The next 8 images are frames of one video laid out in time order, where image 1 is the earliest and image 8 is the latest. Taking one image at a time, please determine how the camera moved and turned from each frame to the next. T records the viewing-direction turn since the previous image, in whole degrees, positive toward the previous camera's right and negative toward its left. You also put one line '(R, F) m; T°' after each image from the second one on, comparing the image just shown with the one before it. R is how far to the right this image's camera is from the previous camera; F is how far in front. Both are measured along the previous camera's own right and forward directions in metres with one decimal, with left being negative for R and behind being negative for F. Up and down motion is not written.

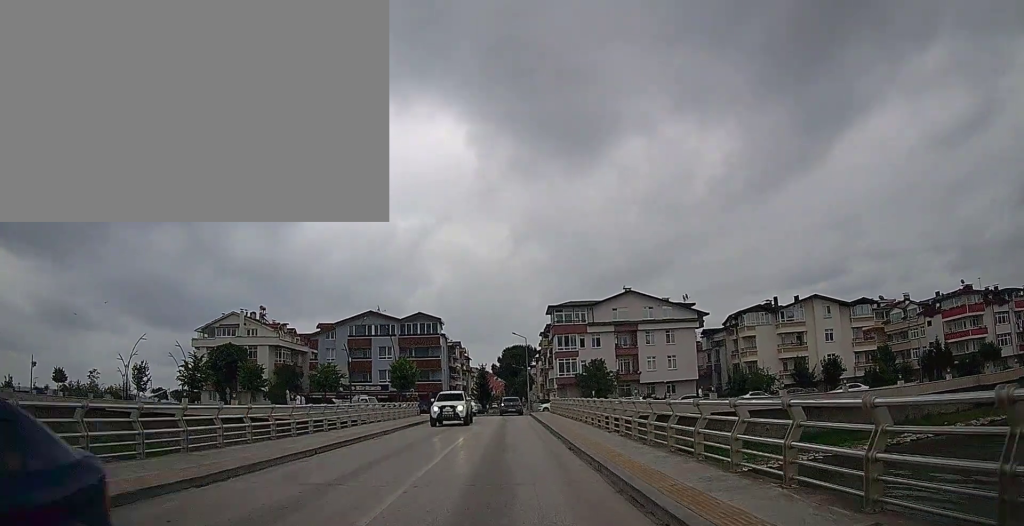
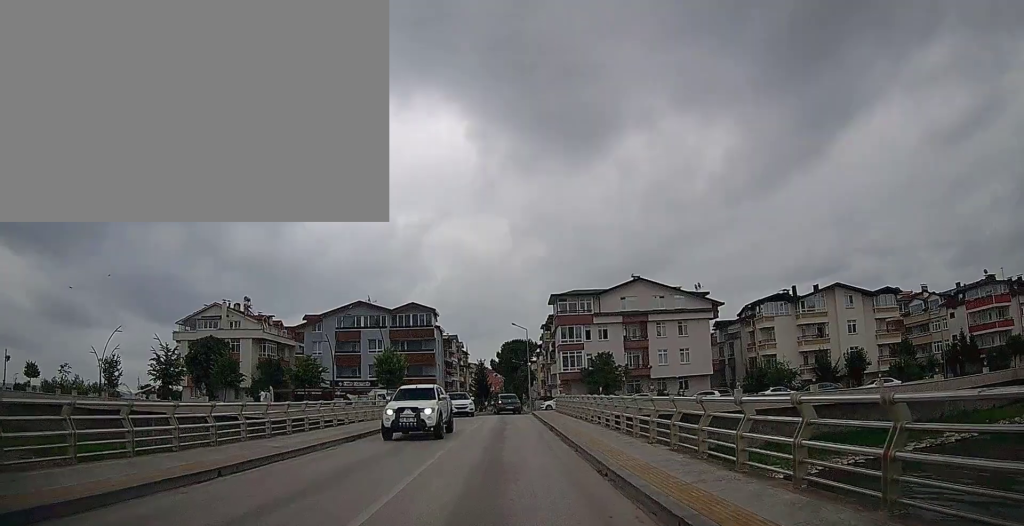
(-0.1, +5.1) m; 0°
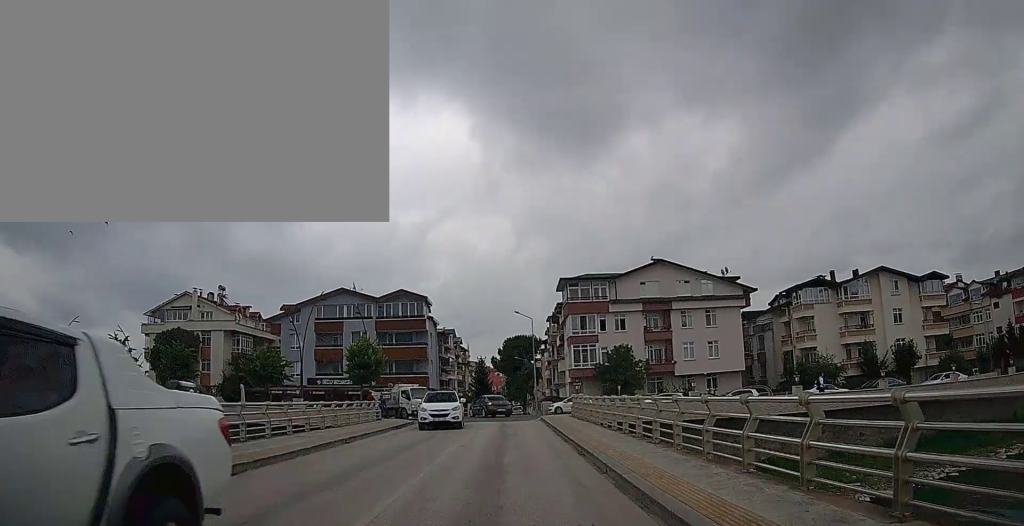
(+0.2, +8.1) m; +1°
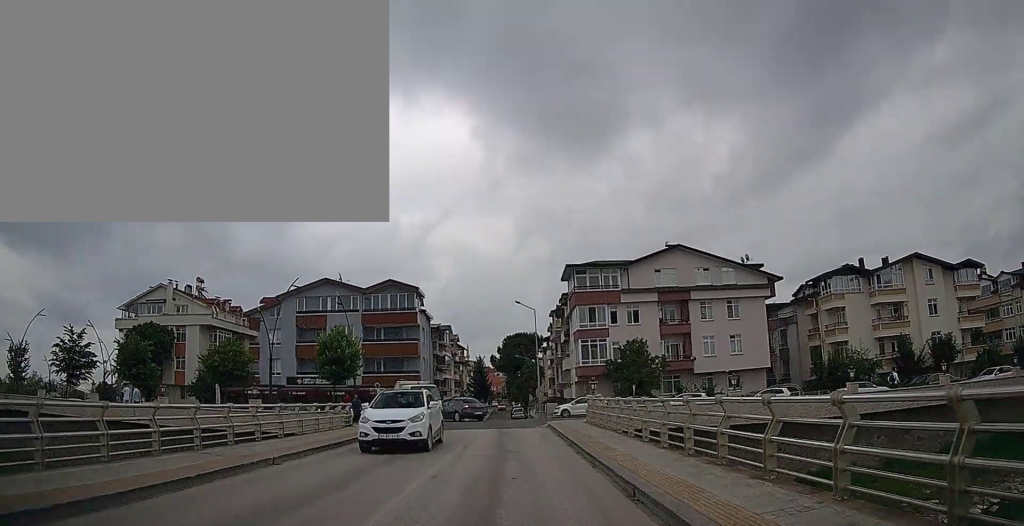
(0.0, +5.5) m; -1°
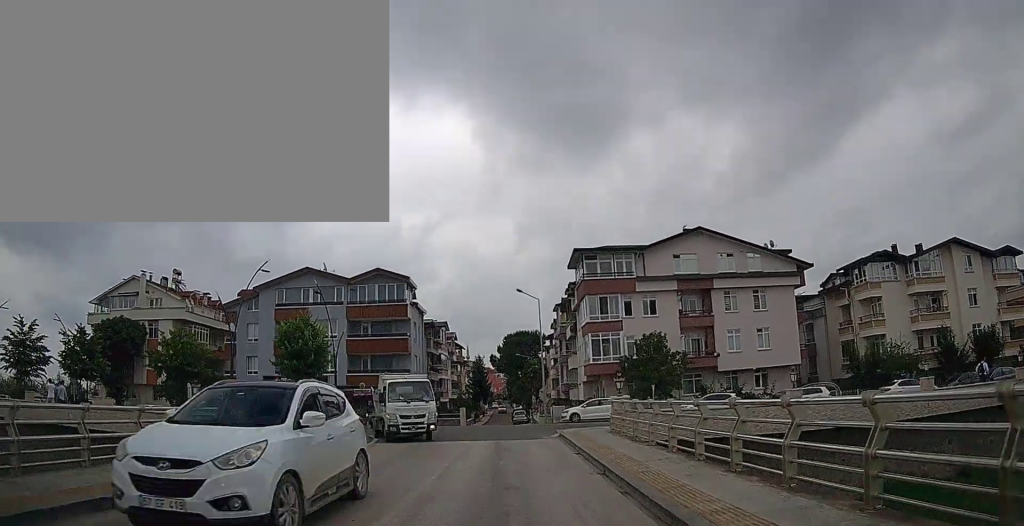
(-0.2, +5.4) m; 0°
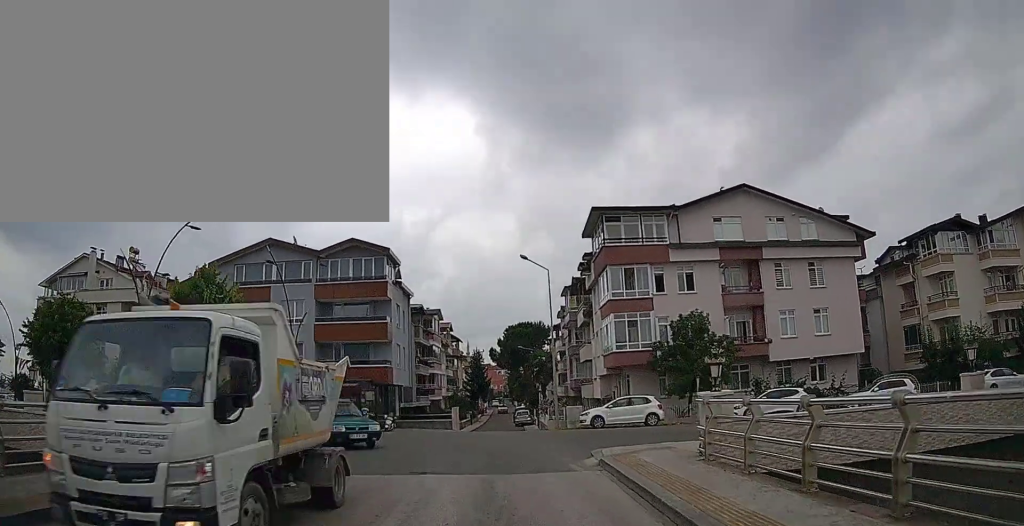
(+0.2, +8.6) m; 0°
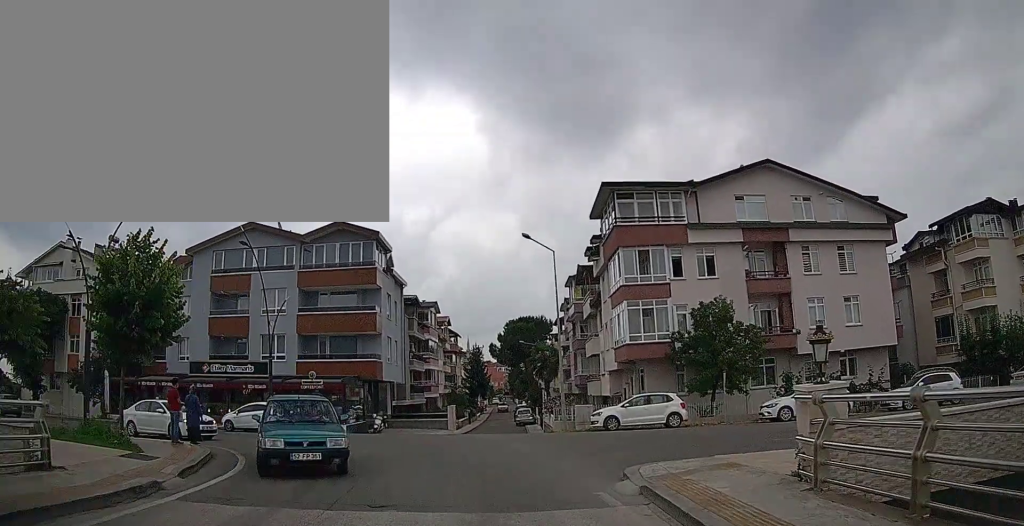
(-0.1, +3.5) m; -1°
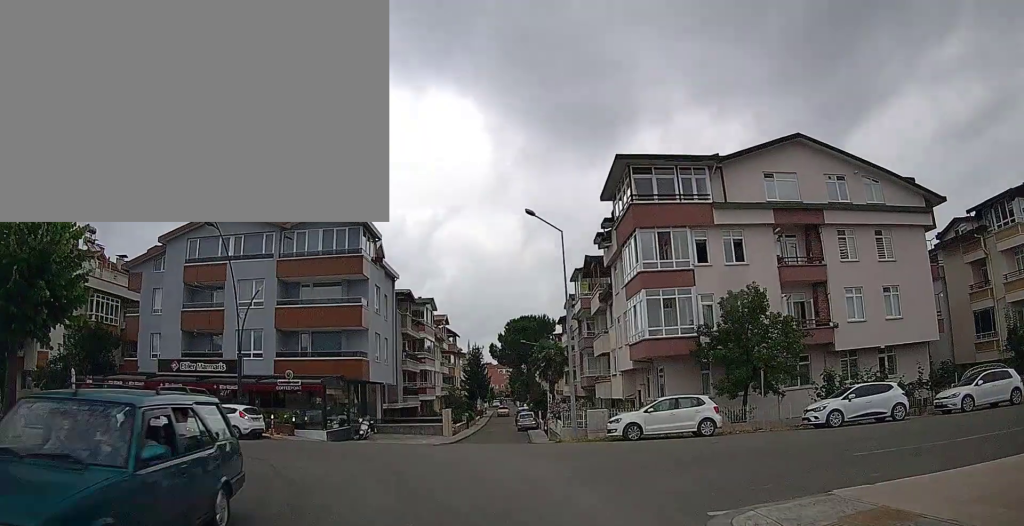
(-0.1, +4.0) m; 0°
